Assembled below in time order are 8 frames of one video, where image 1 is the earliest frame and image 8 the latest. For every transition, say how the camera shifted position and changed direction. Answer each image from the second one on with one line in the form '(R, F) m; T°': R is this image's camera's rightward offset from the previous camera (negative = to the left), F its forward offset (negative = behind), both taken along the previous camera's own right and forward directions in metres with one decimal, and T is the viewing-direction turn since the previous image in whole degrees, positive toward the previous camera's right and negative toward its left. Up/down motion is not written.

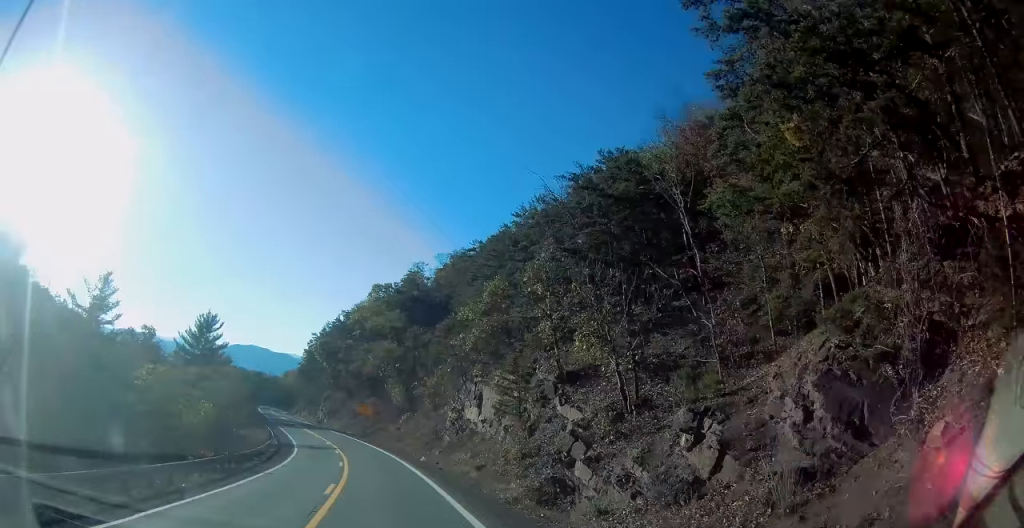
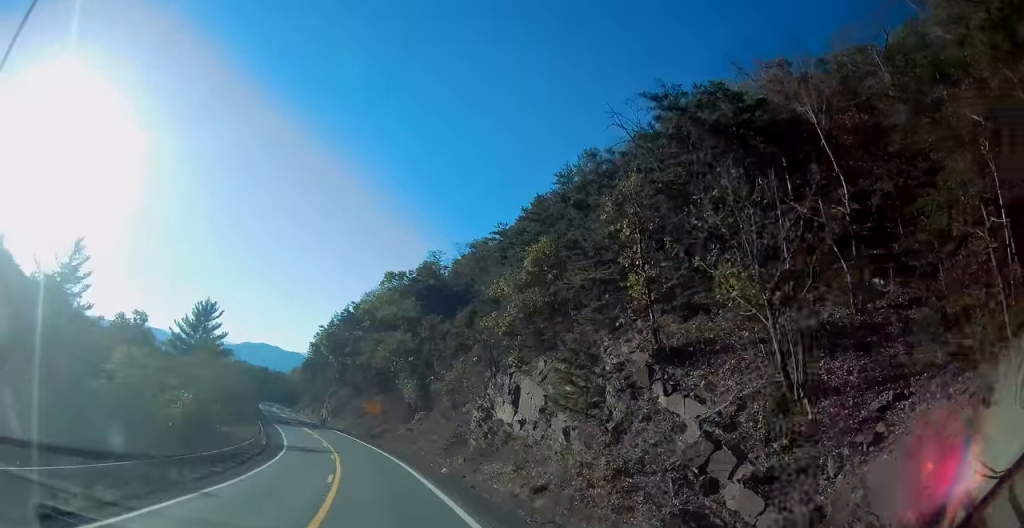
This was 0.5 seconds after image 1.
(-0.1, +9.4) m; -1°
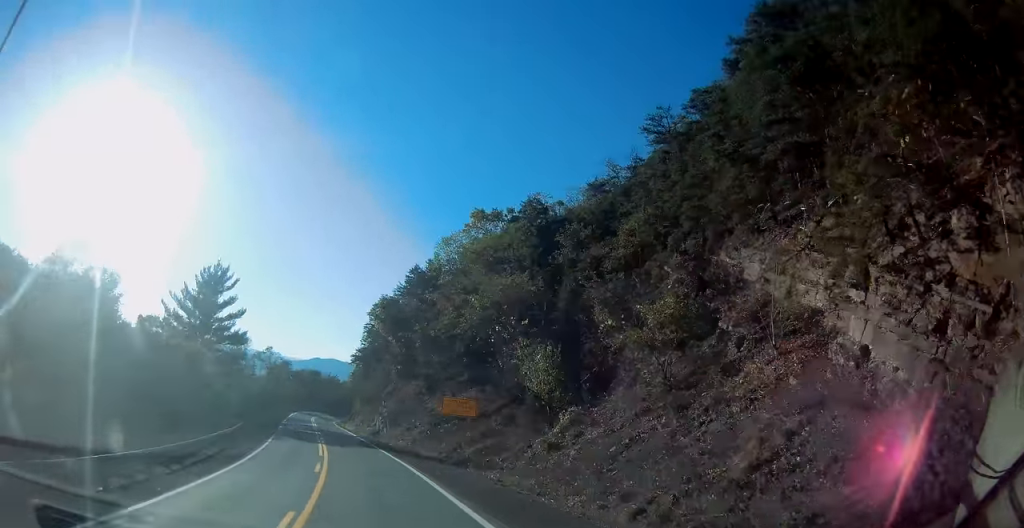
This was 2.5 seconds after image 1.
(-1.5, +35.1) m; -5°
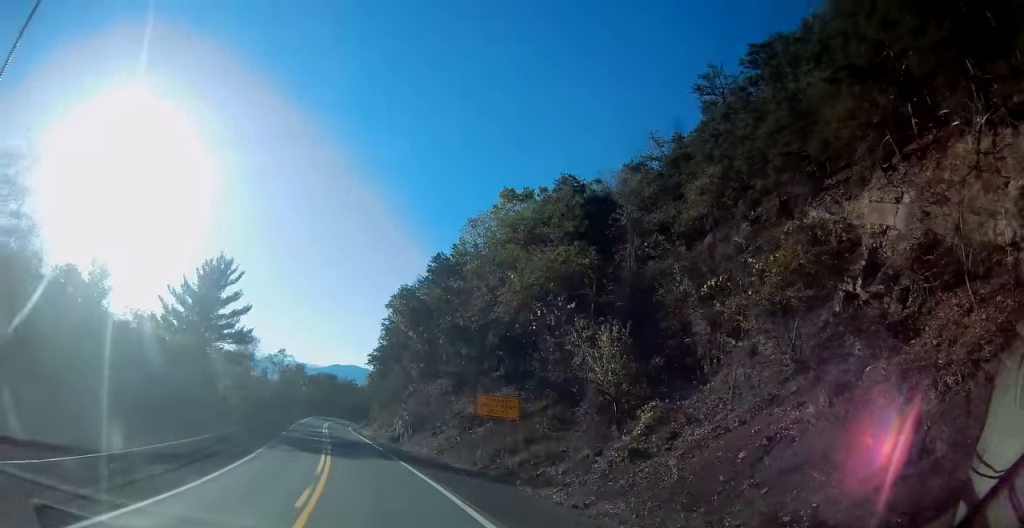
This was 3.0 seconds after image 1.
(-0.1, +7.6) m; -2°
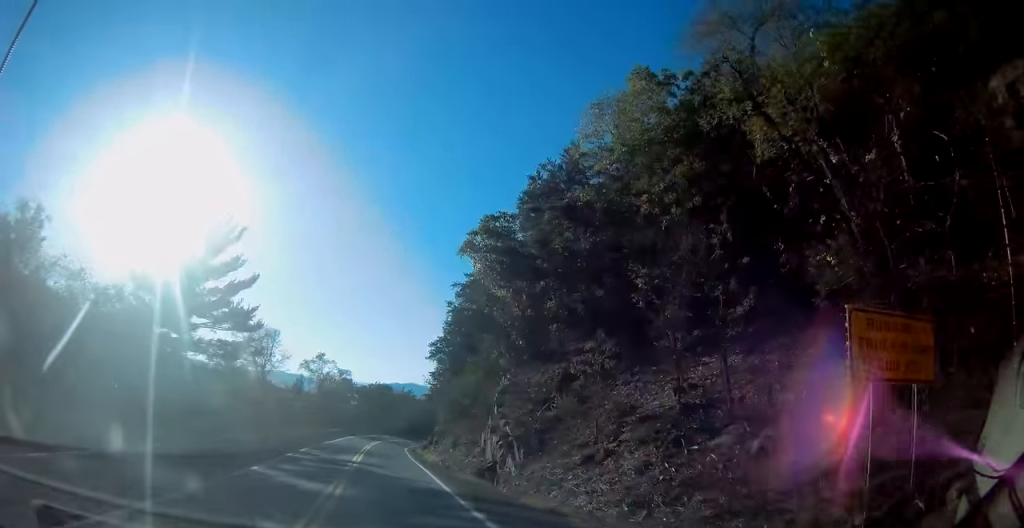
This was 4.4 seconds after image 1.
(-1.3, +25.0) m; -6°
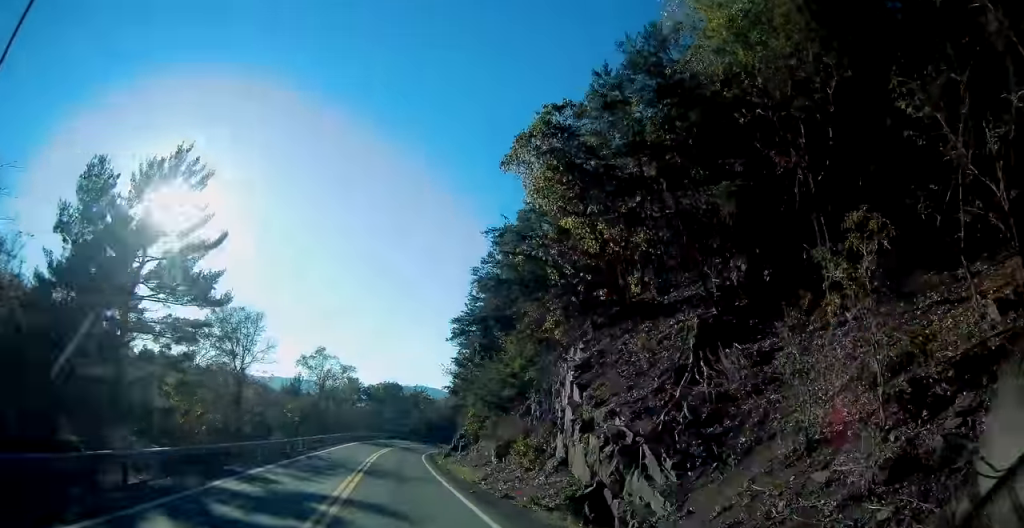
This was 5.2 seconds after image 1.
(-0.4, +13.8) m; -2°
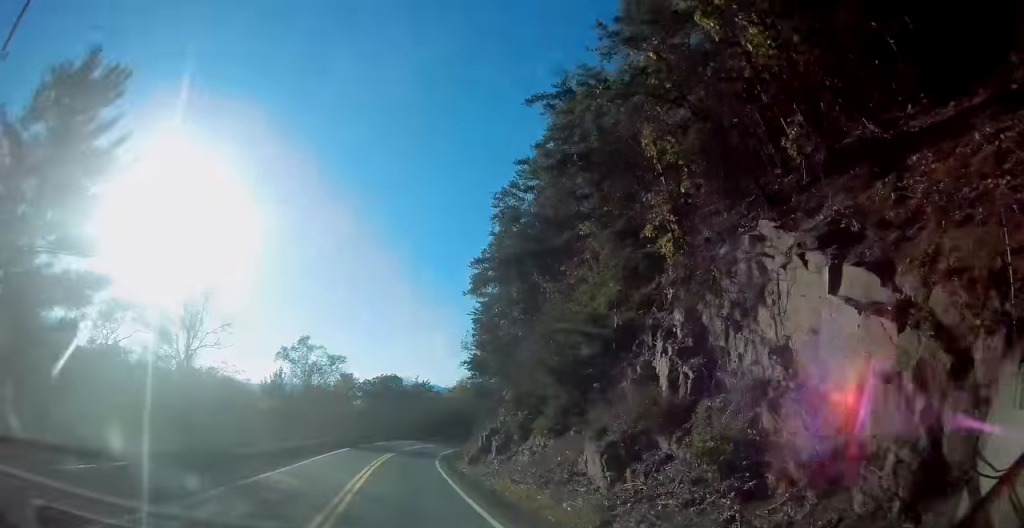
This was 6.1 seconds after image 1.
(-0.1, +14.8) m; -1°
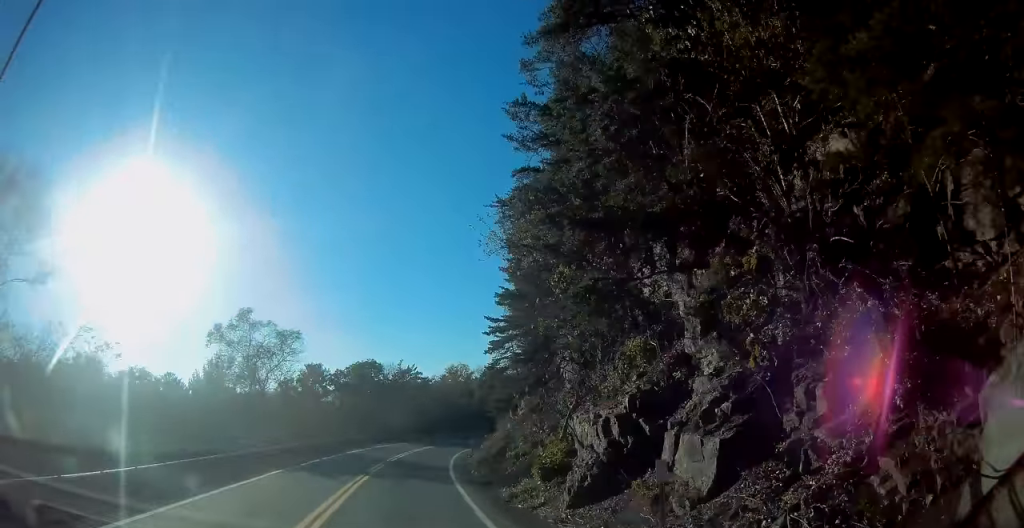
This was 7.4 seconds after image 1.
(0.0, +22.3) m; +1°
